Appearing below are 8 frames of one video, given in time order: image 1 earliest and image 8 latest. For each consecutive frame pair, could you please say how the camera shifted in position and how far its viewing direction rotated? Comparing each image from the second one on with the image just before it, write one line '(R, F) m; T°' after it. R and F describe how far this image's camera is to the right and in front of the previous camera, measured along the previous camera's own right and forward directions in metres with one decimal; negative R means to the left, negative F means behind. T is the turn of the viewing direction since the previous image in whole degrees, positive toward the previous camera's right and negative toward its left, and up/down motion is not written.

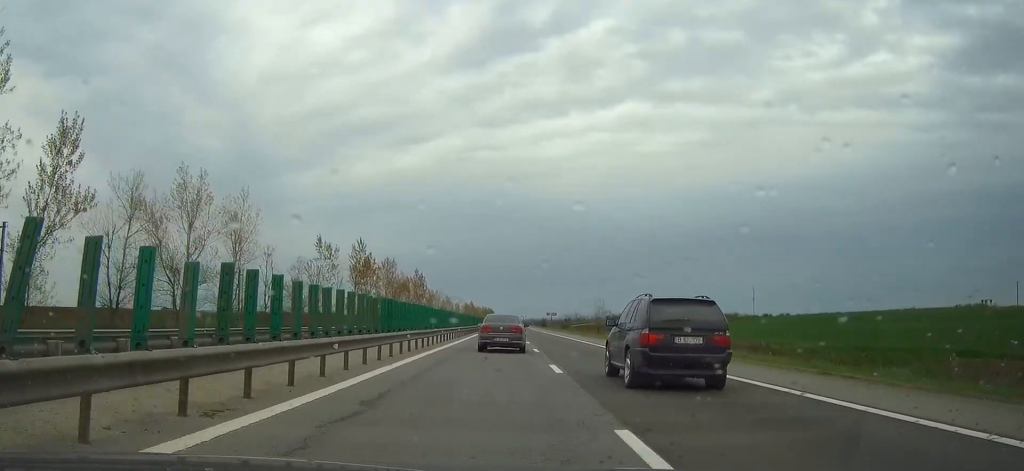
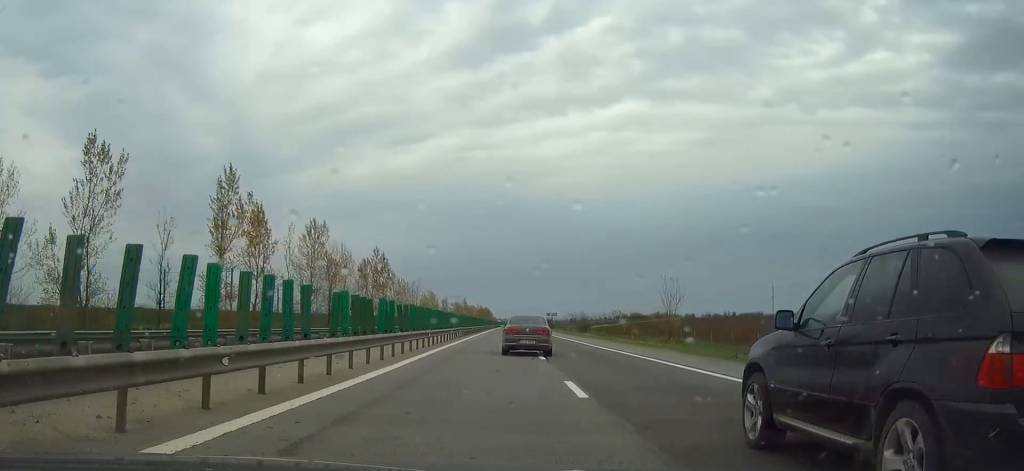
(+0.1, +56.0) m; 0°
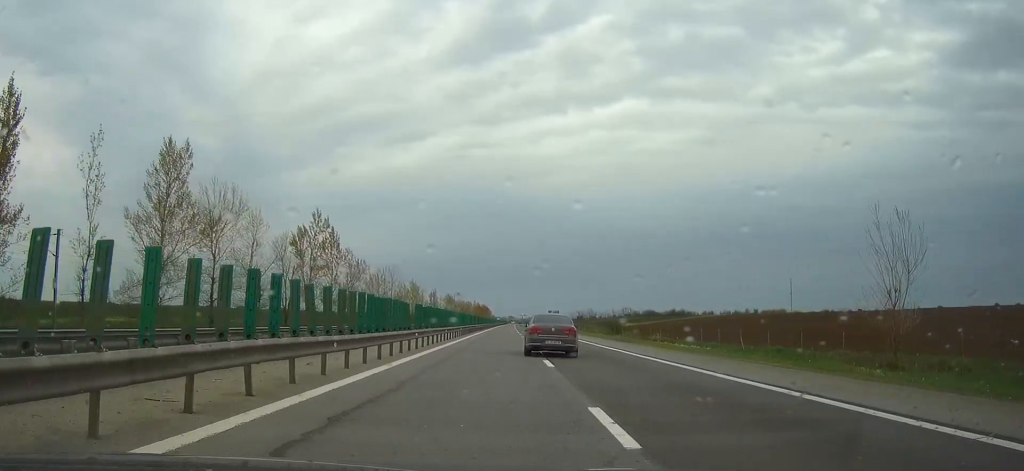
(+0.1, +47.2) m; 0°
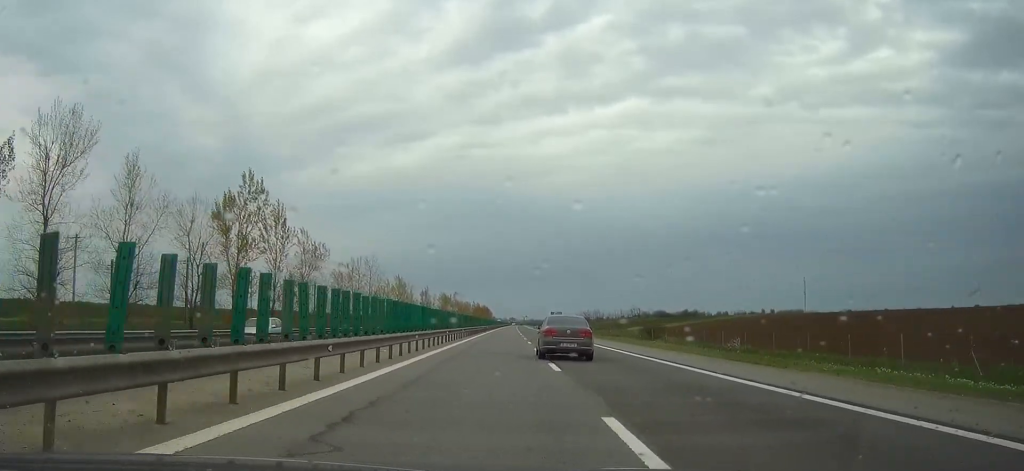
(0.0, +31.2) m; 0°
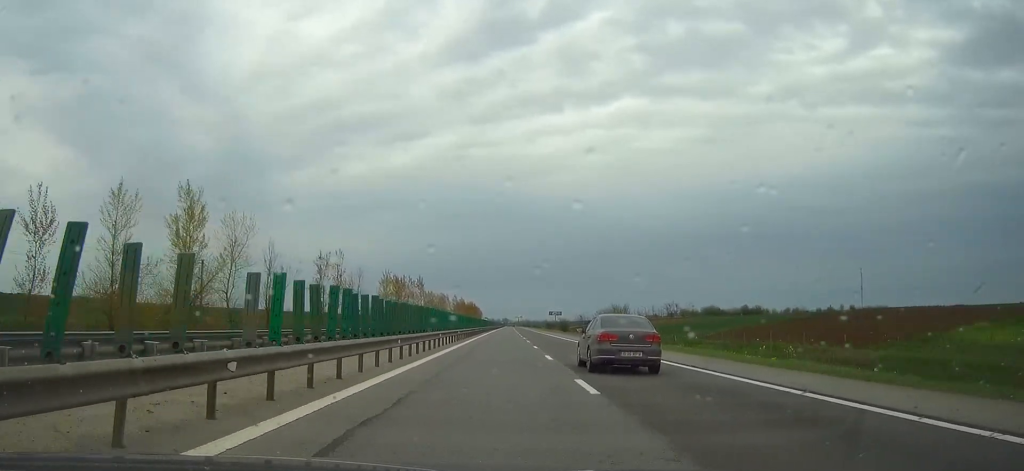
(+0.8, +121.8) m; +1°
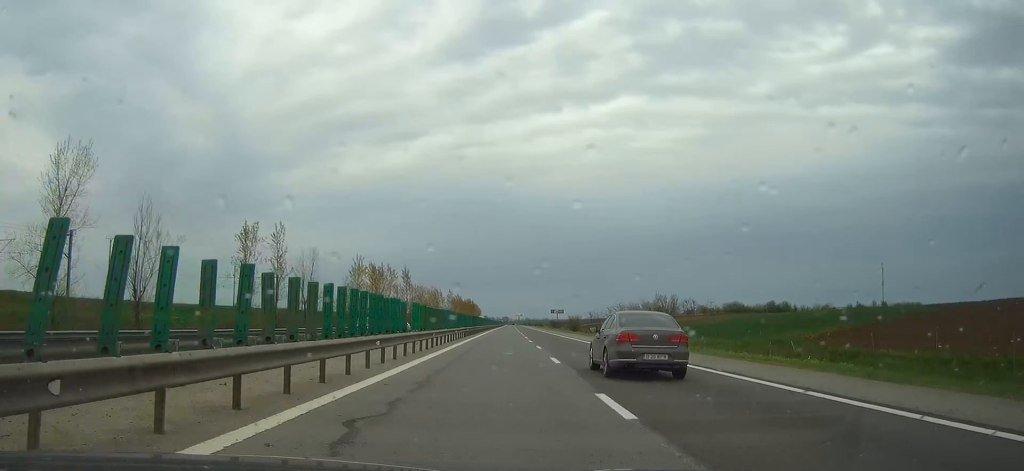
(0.0, +30.0) m; 0°
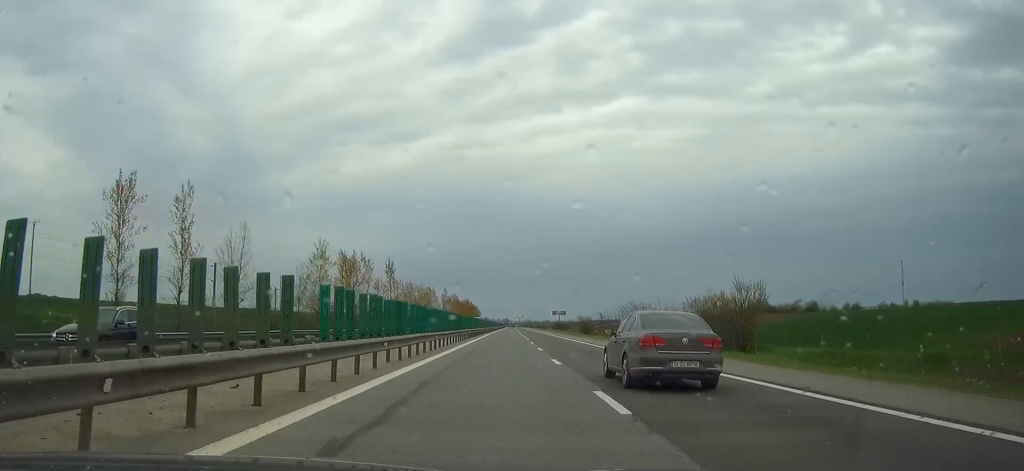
(0.0, +25.1) m; 0°
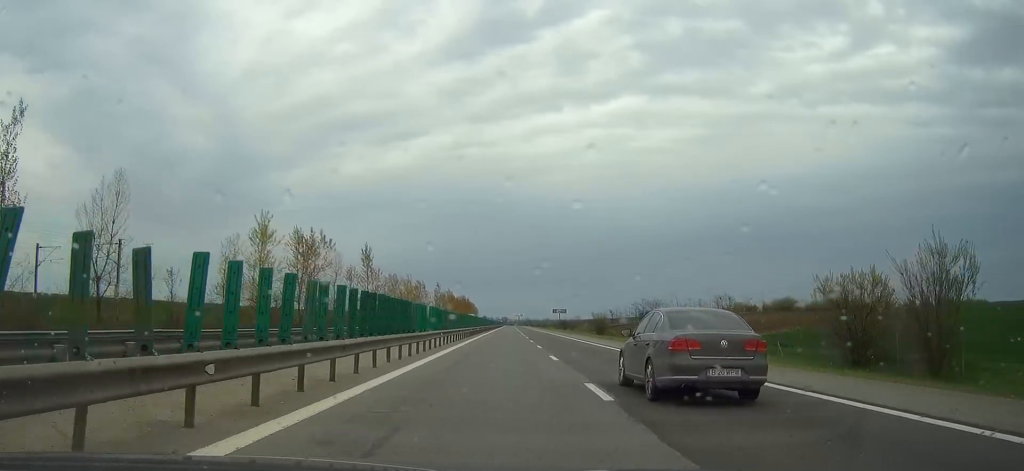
(0.0, +22.9) m; 0°
